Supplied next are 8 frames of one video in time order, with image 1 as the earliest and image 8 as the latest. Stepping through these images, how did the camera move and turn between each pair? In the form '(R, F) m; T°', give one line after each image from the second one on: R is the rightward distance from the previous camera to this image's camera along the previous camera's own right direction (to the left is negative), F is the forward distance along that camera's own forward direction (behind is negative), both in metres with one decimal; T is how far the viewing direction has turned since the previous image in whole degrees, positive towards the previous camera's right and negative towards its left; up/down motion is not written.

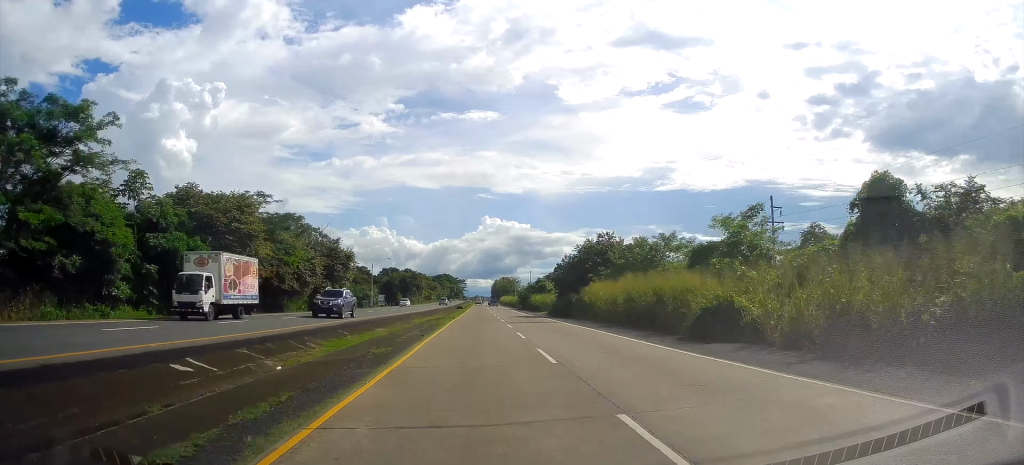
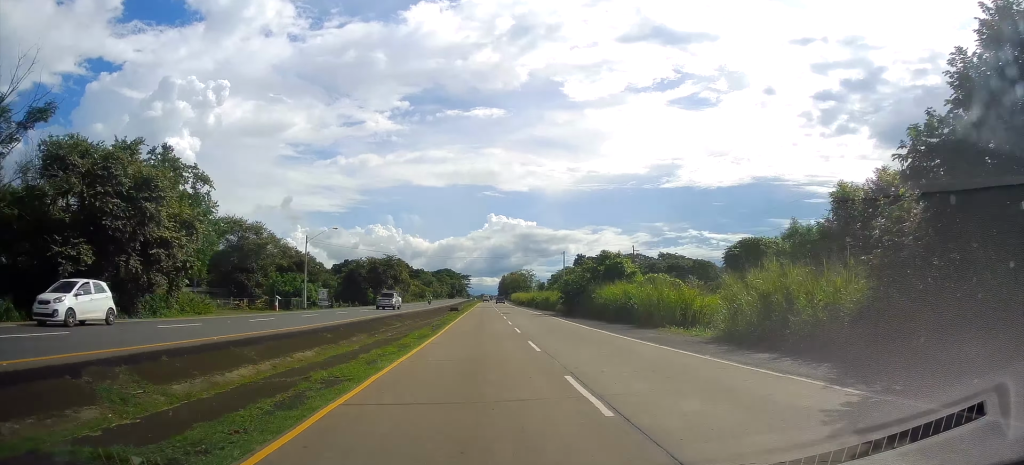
(0.0, +46.6) m; 0°
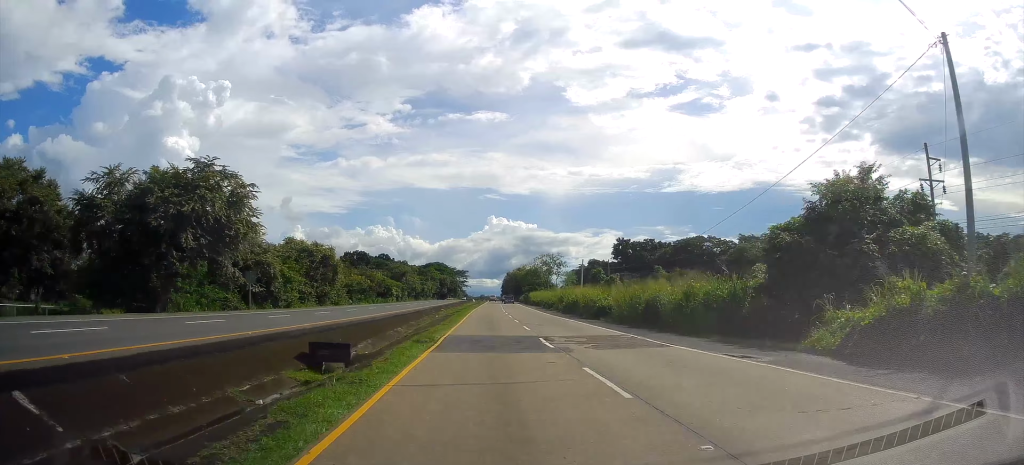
(-0.3, +74.1) m; -1°
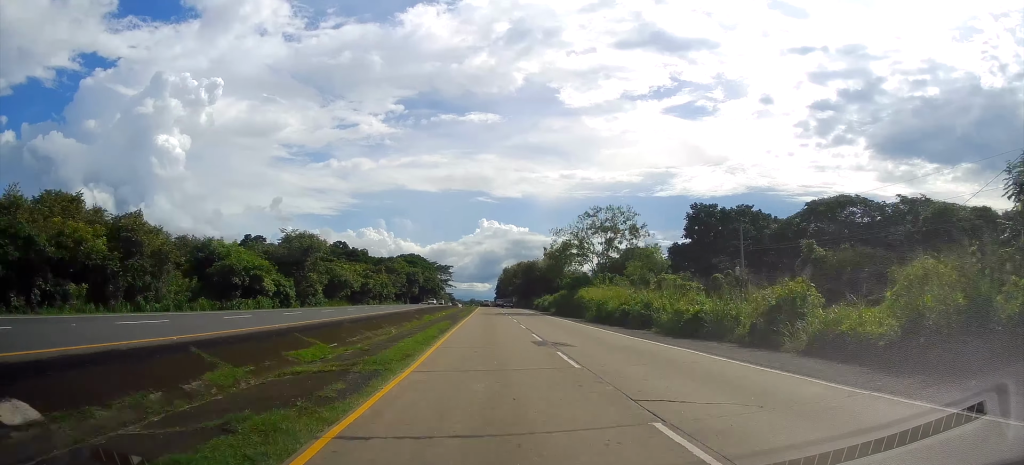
(-0.1, +70.4) m; 0°
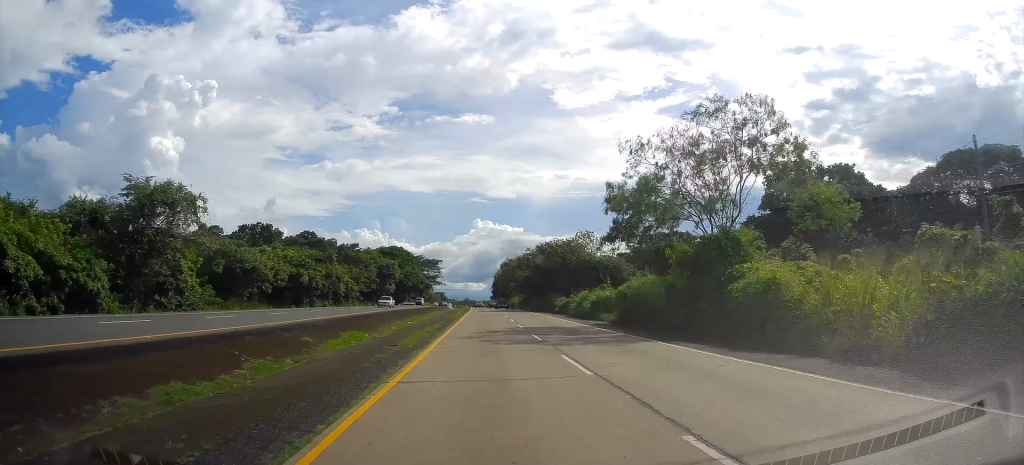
(+0.1, +34.2) m; 0°
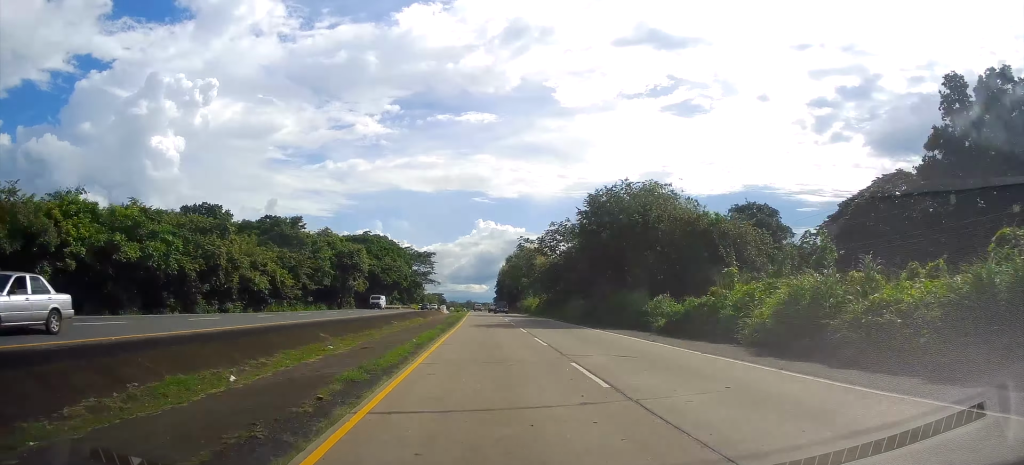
(+0.2, +34.2) m; 0°
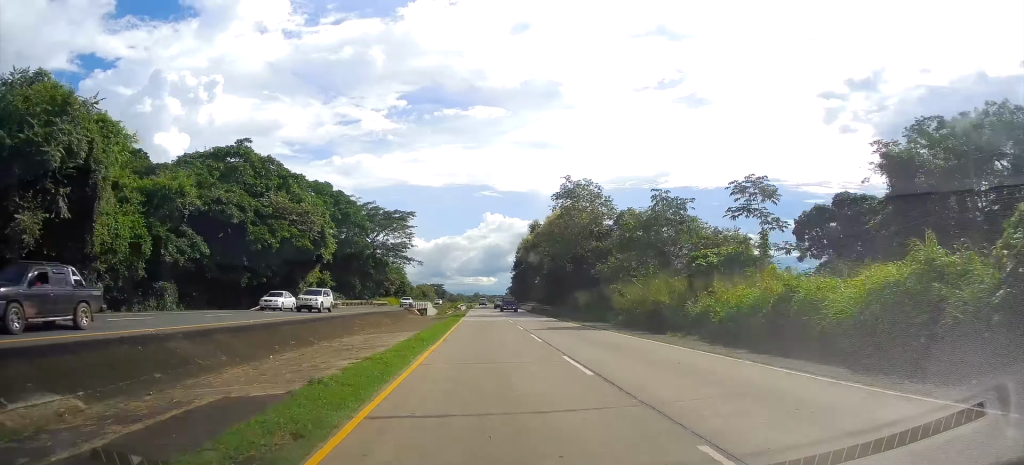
(+0.2, +65.9) m; 0°
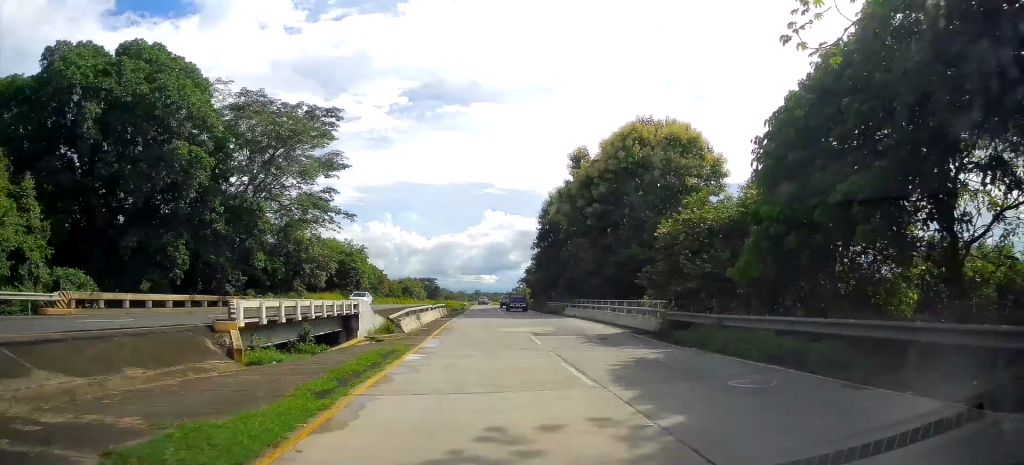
(+0.1, +52.0) m; 0°
